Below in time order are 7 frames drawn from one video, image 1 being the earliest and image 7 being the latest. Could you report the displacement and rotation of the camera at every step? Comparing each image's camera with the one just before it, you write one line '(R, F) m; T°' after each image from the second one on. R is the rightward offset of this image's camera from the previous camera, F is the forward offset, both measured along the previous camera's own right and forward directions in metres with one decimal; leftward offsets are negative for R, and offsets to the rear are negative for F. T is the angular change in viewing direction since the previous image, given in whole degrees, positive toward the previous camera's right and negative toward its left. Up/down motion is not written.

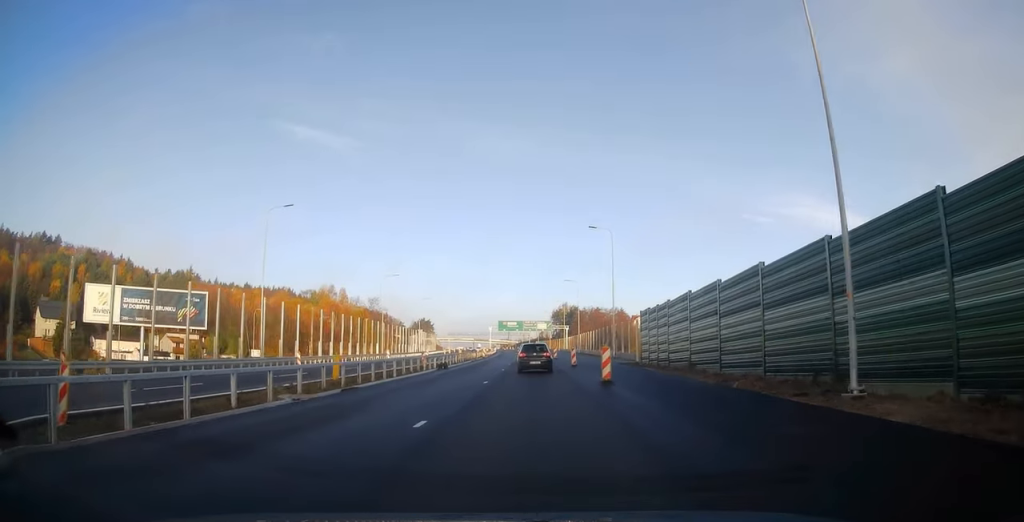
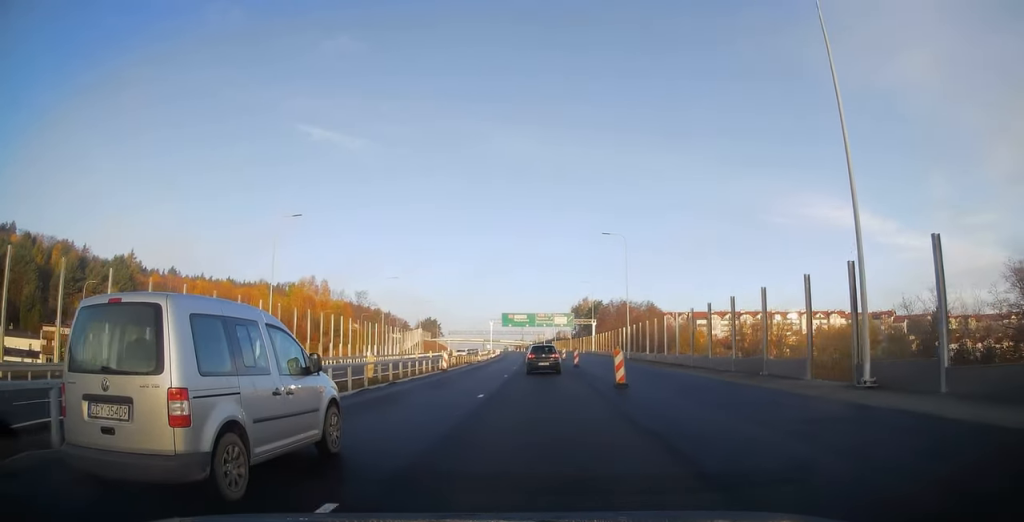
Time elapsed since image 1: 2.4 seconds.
(-0.9, +43.1) m; -2°
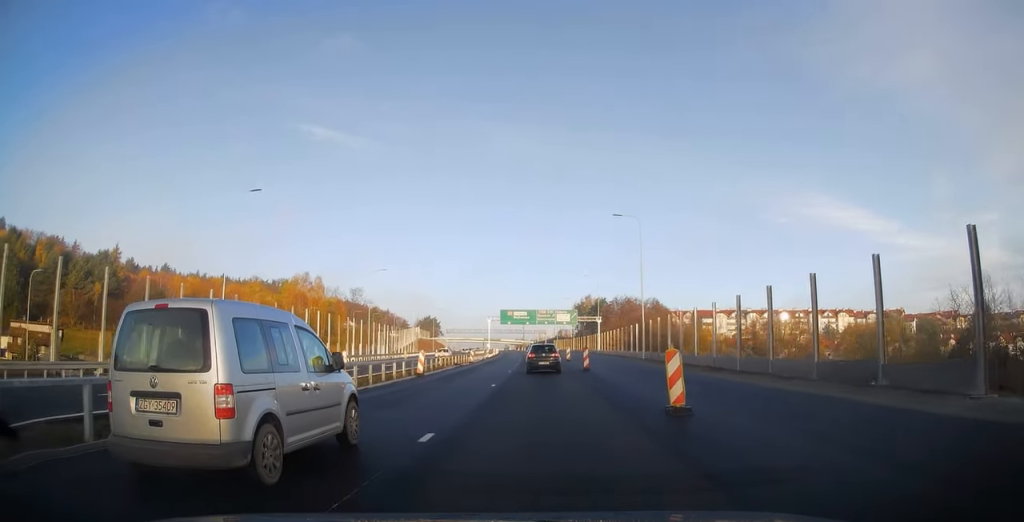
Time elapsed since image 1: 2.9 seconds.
(-0.1, +8.1) m; 0°
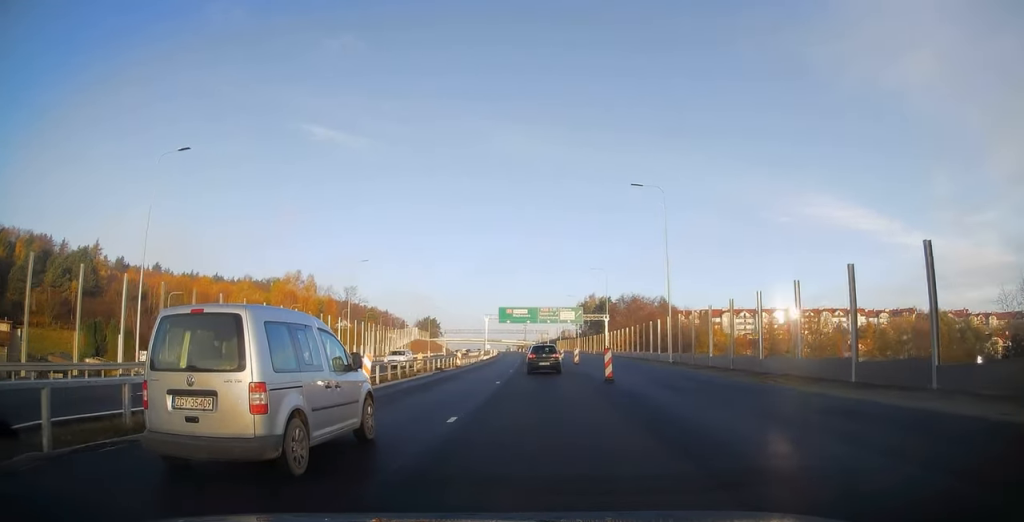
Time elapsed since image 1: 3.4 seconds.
(0.0, +10.0) m; 0°
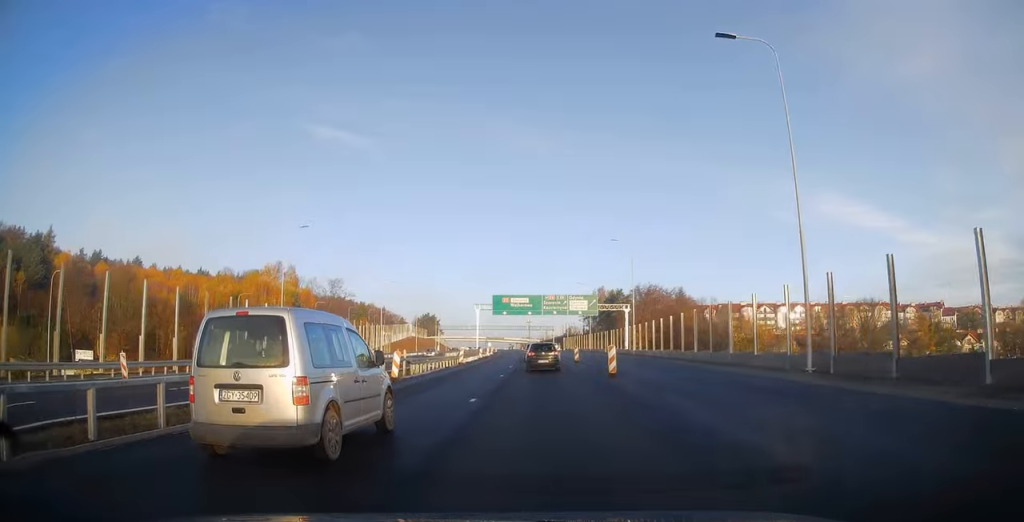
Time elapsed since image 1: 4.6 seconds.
(+0.1, +21.1) m; 0°
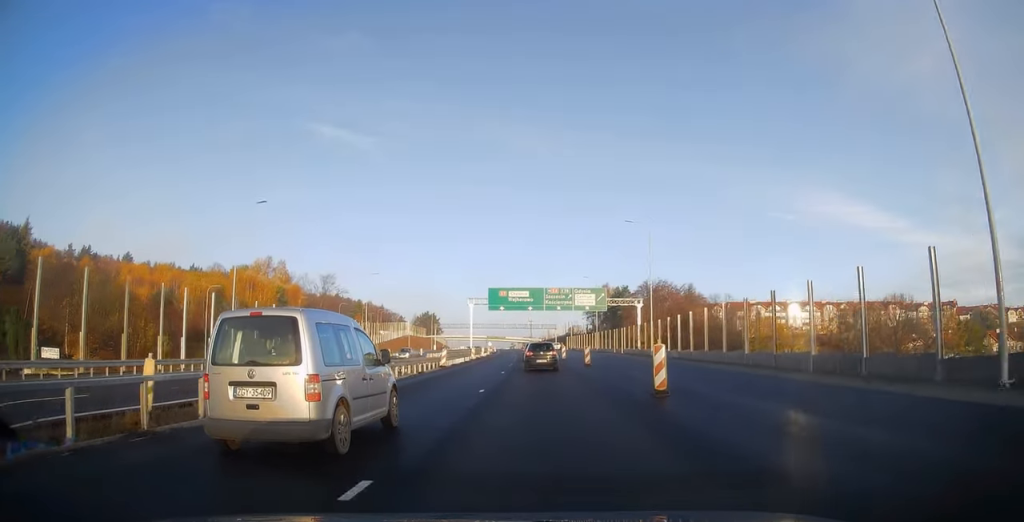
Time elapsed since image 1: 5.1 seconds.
(0.0, +9.5) m; 0°
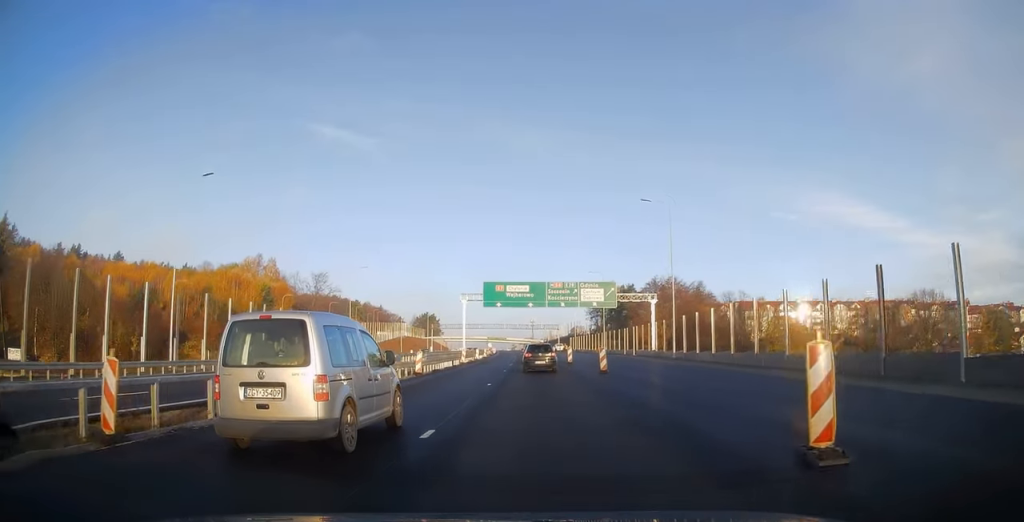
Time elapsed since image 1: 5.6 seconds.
(0.0, +8.6) m; 0°
